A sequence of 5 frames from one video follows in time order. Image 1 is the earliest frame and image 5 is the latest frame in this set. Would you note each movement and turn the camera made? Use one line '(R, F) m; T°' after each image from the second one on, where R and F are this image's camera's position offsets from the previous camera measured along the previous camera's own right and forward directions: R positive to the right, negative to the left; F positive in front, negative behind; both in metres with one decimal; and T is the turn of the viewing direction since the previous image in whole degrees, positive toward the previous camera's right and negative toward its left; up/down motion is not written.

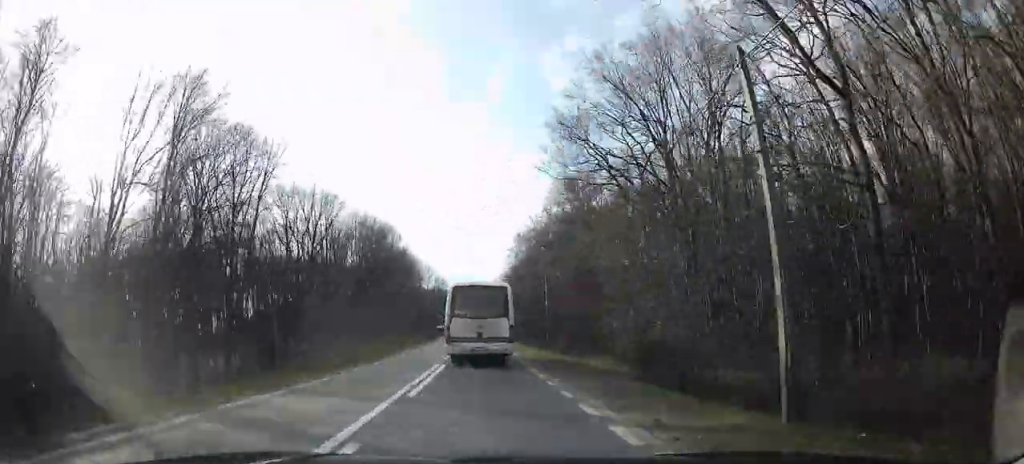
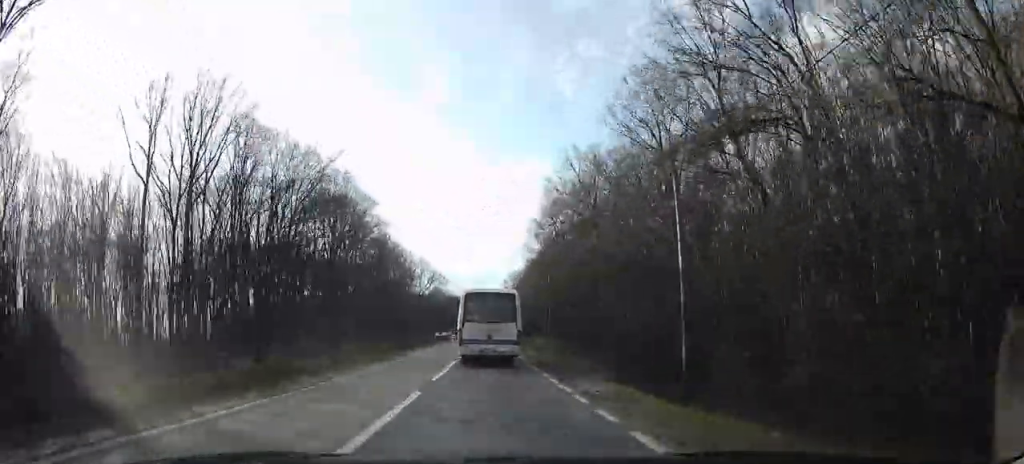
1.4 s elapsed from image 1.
(-0.4, +33.1) m; -1°
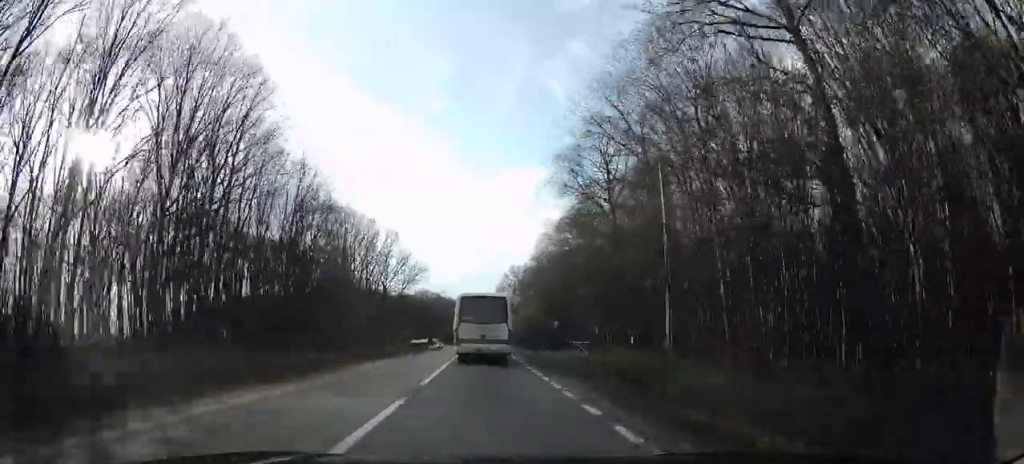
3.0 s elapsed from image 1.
(0.0, +38.0) m; -2°
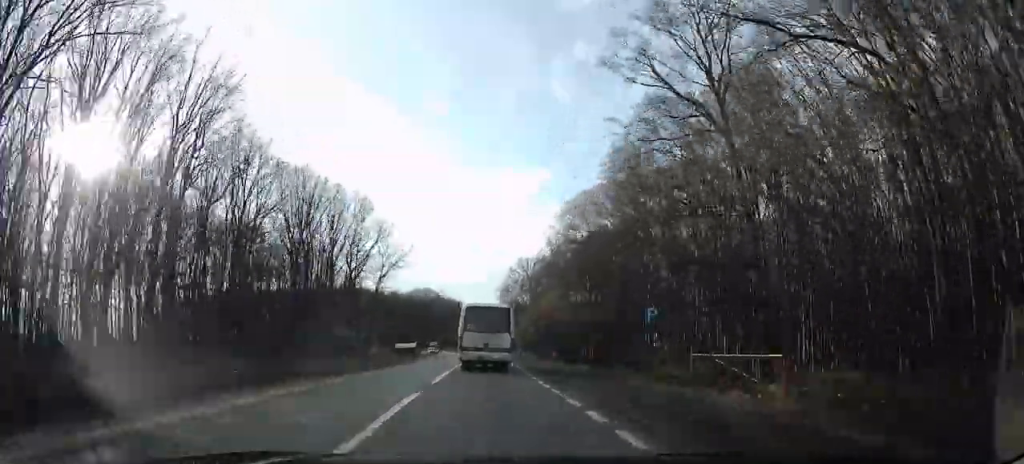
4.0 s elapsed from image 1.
(-0.6, +22.2) m; 0°
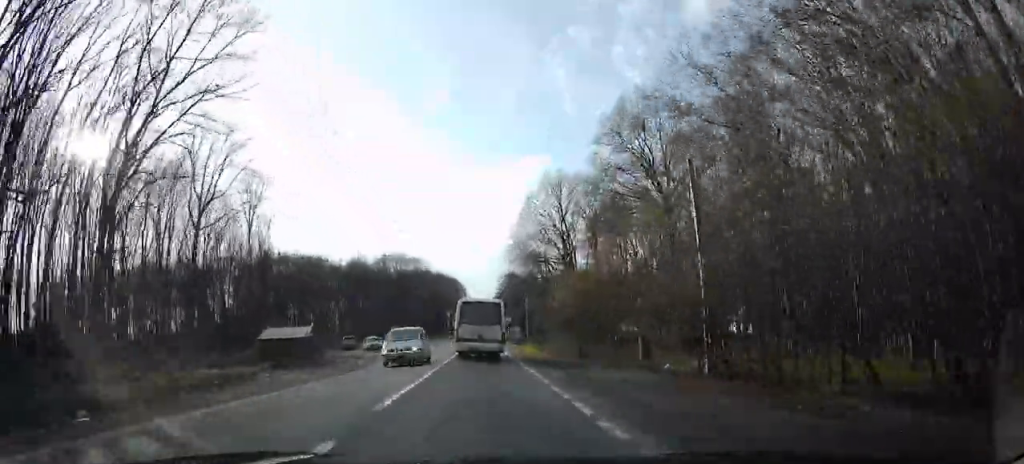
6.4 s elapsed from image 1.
(+3.1, +53.9) m; +4°
